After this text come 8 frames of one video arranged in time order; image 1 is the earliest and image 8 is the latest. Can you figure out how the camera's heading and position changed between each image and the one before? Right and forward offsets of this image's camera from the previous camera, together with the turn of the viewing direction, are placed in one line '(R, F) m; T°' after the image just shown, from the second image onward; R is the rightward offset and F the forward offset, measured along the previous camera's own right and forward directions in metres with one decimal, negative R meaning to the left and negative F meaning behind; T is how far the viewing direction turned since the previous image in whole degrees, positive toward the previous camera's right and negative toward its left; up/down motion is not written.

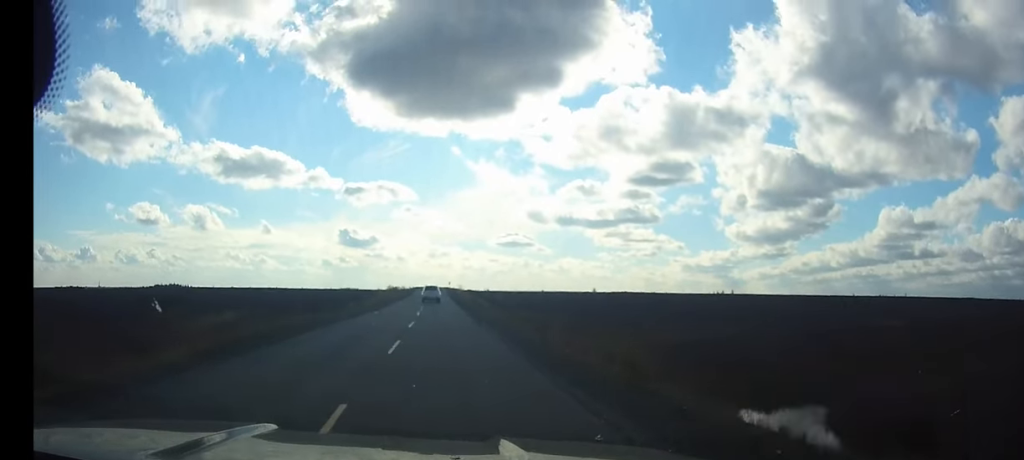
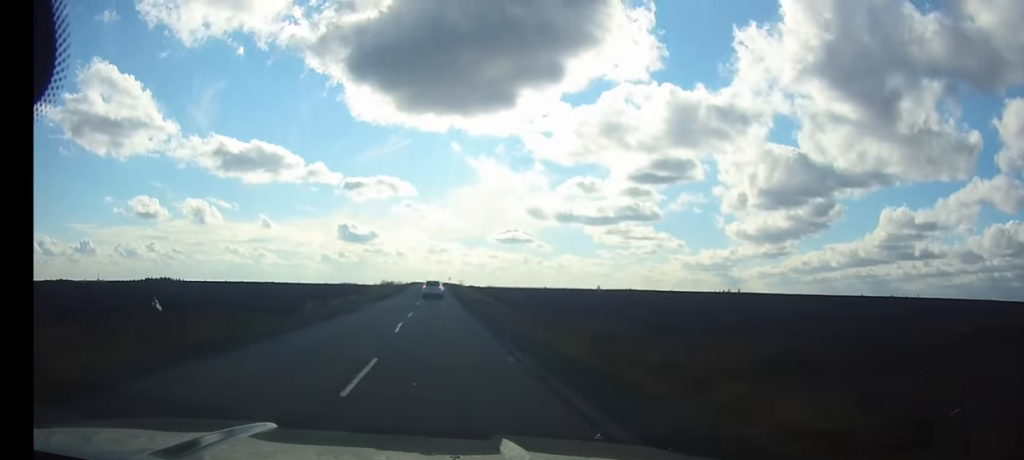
(+0.1, +14.3) m; 0°
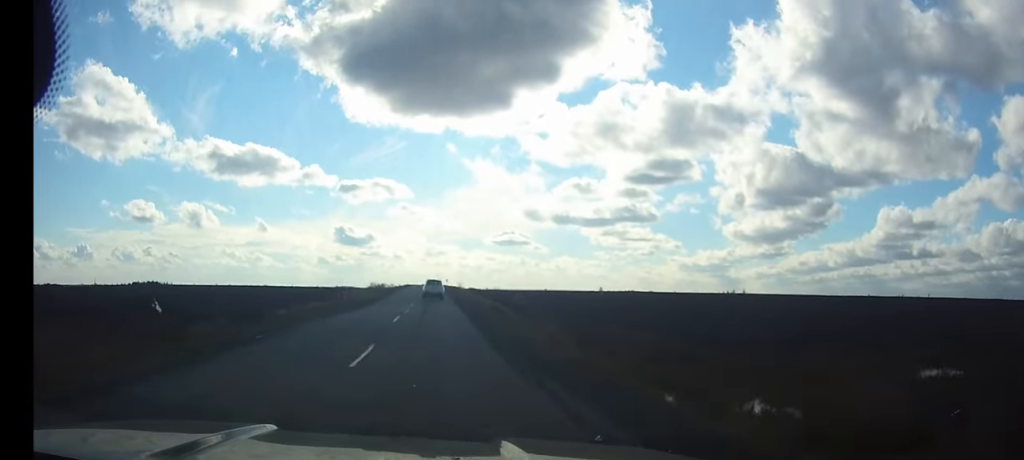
(-0.1, +15.2) m; 0°
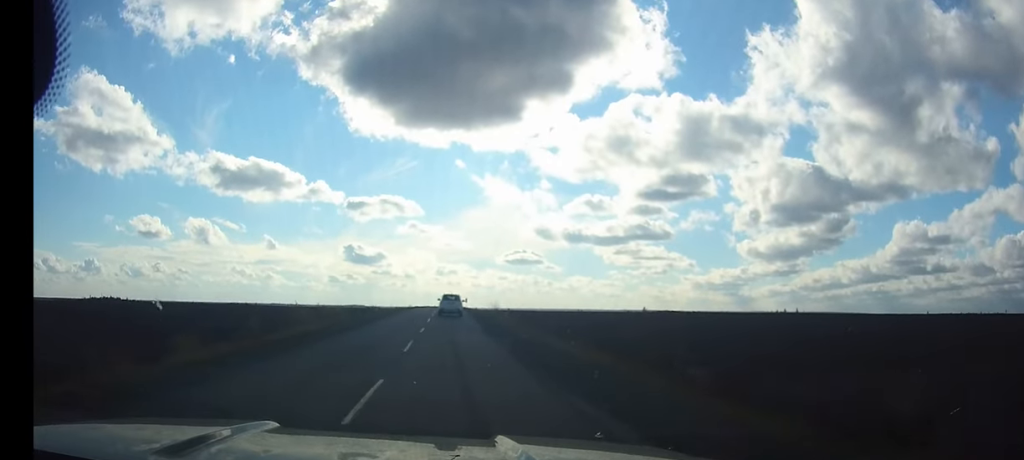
(-0.4, +72.1) m; 0°
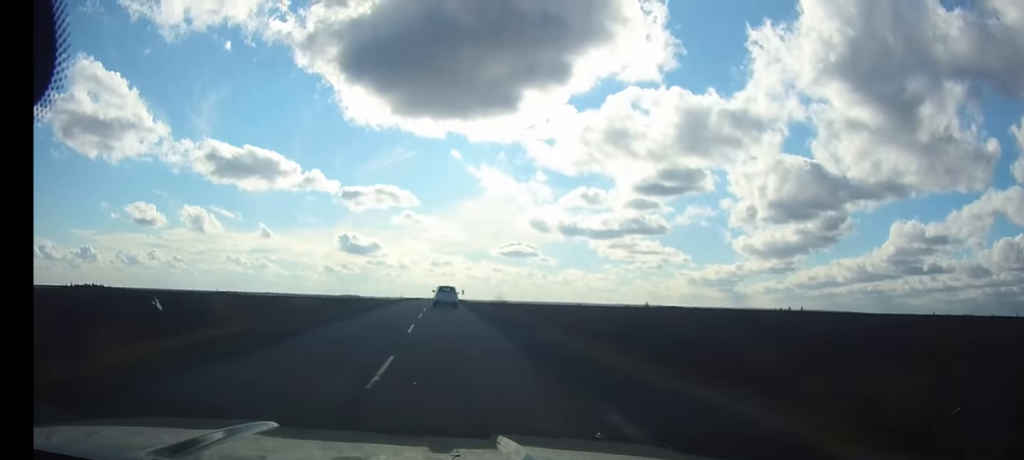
(0.0, +15.8) m; 0°
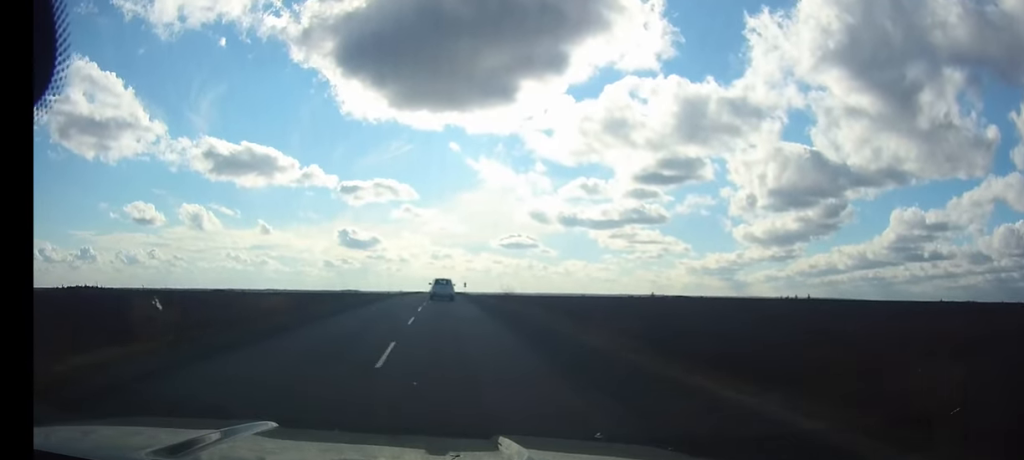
(0.0, +10.0) m; 0°
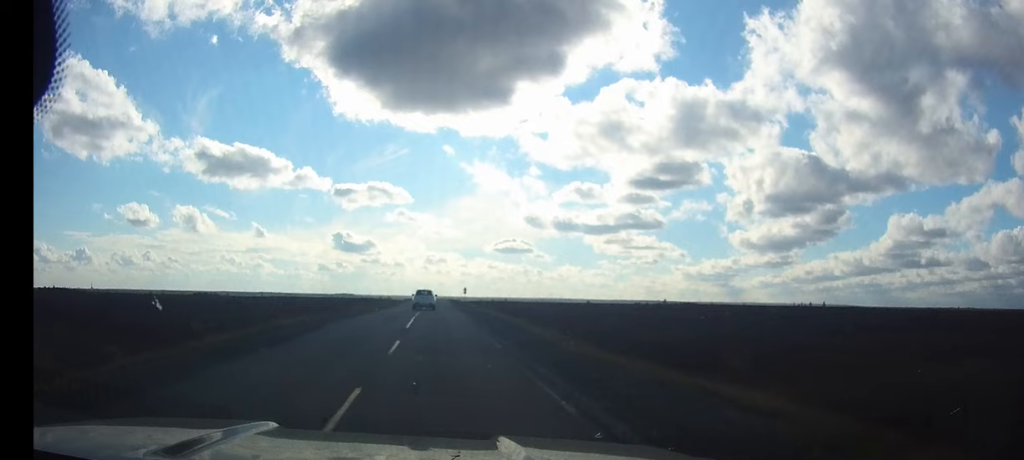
(+0.1, +31.4) m; 0°
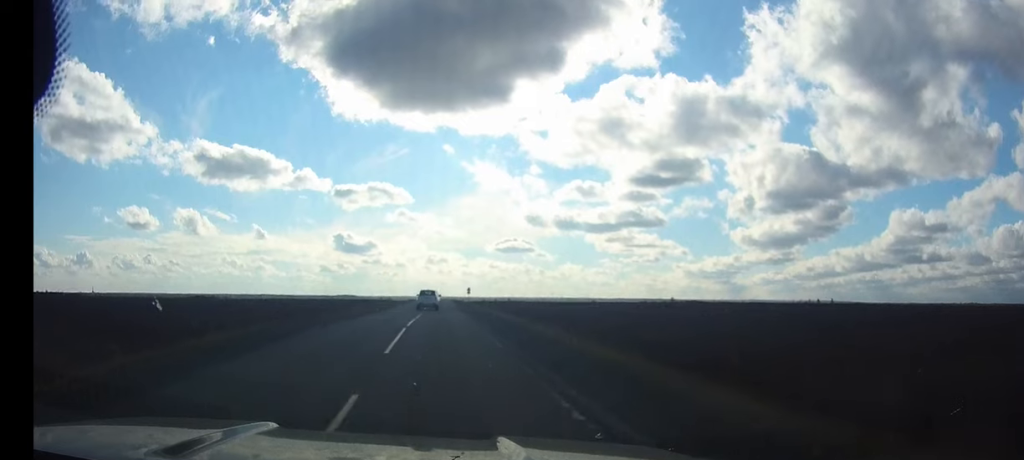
(0.0, +9.3) m; 0°
